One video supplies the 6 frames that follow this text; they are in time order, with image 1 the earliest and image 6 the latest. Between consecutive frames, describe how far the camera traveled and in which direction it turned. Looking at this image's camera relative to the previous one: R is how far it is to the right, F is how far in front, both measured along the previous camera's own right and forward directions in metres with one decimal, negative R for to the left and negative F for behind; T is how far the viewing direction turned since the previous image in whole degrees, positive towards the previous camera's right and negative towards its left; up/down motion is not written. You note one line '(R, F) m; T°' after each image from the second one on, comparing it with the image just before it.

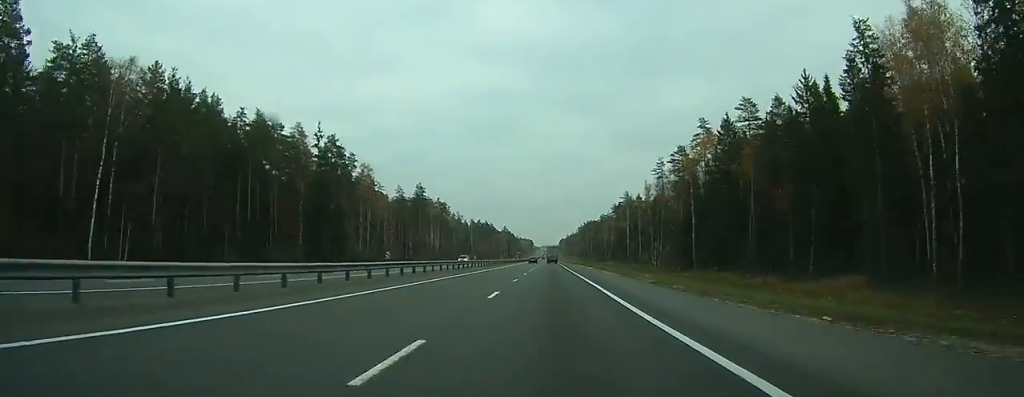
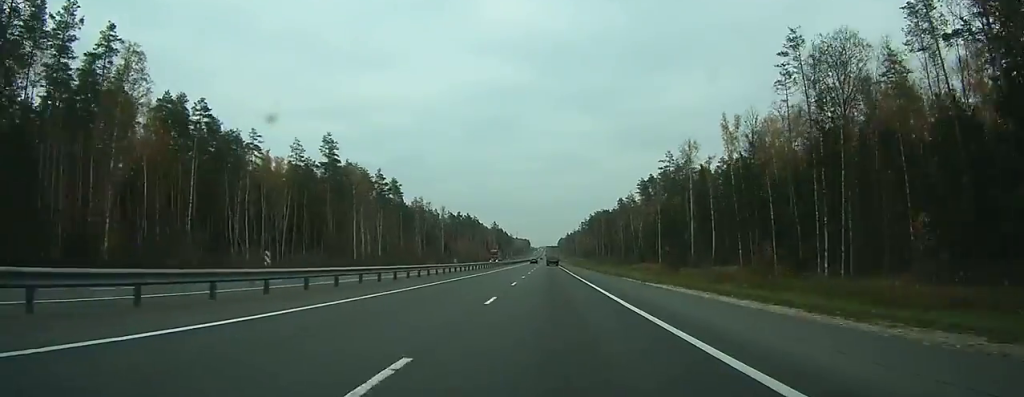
(+0.3, +88.5) m; 0°
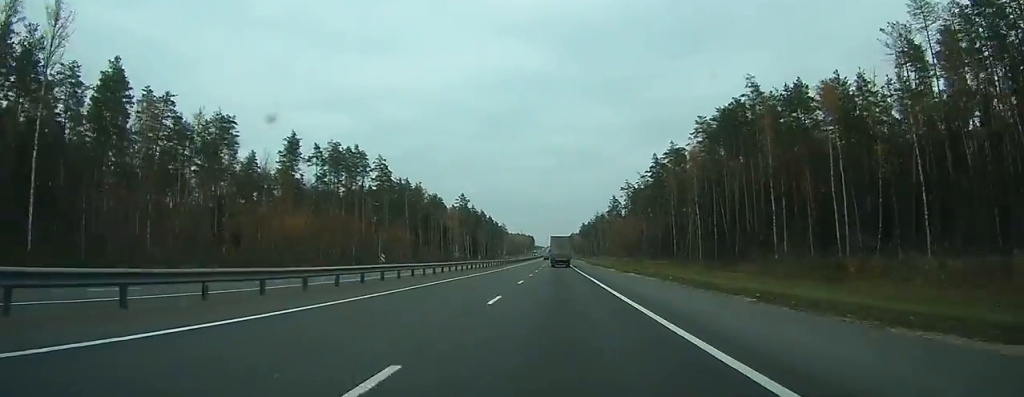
(+0.4, +203.3) m; 0°
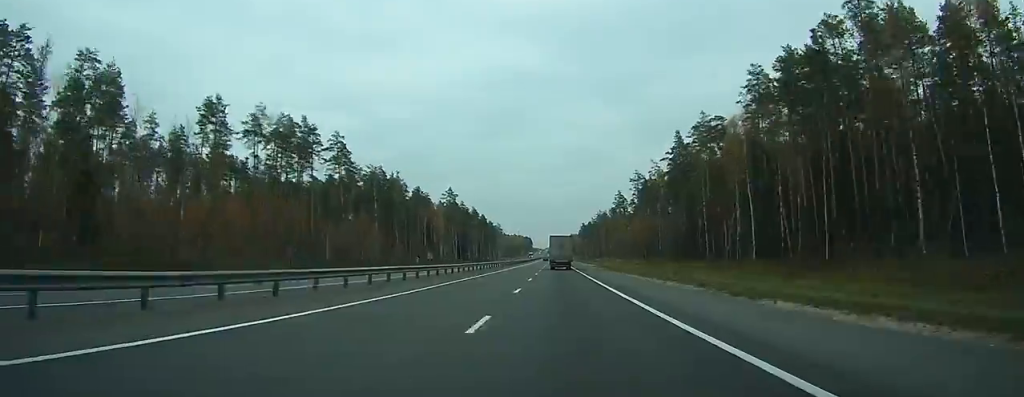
(0.0, +30.9) m; 0°
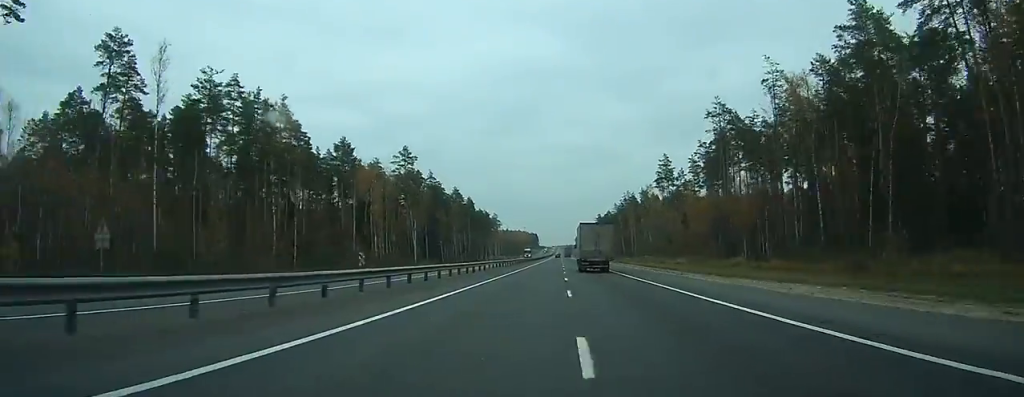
(-0.6, +88.7) m; -1°
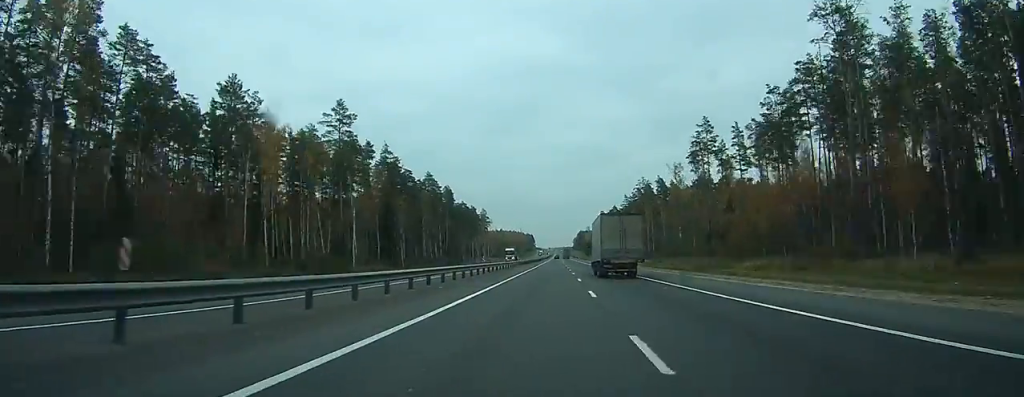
(-0.1, +45.8) m; 0°
